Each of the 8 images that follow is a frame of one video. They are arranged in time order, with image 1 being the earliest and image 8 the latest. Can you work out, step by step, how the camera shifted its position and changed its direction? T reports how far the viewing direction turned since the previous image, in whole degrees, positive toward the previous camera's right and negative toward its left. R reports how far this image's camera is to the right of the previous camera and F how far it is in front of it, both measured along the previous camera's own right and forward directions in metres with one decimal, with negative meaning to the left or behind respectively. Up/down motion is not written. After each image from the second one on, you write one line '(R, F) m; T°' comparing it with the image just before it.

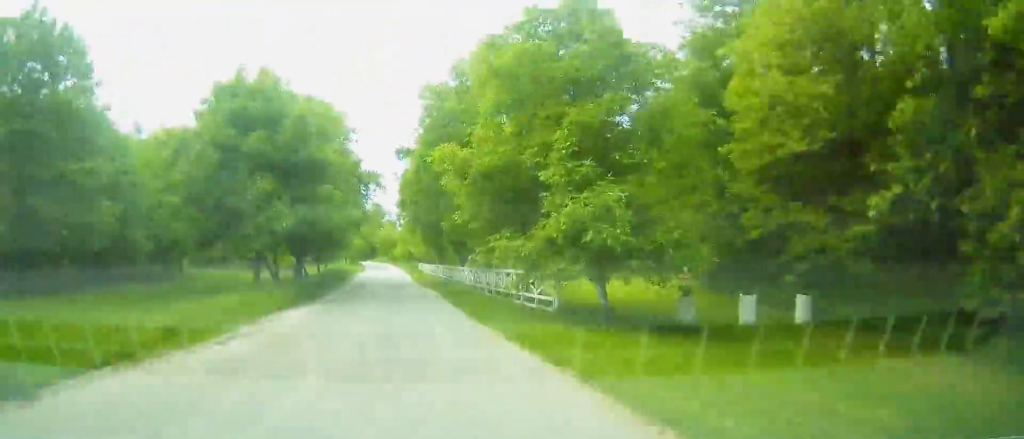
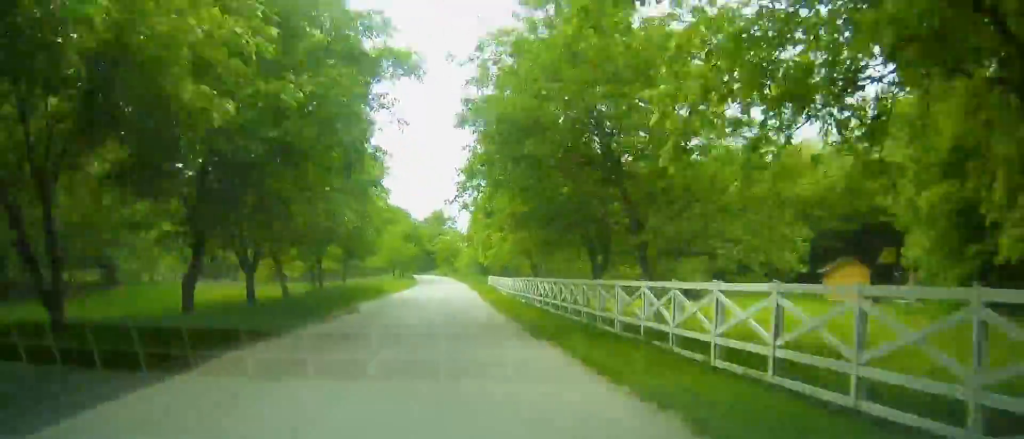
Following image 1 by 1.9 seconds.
(-2.0, +24.9) m; -4°
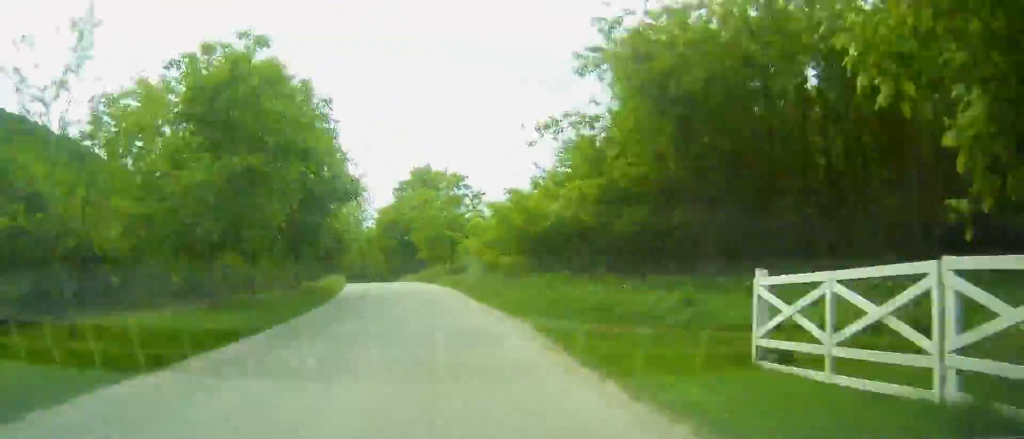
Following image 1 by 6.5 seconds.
(-2.5, +60.1) m; -6°
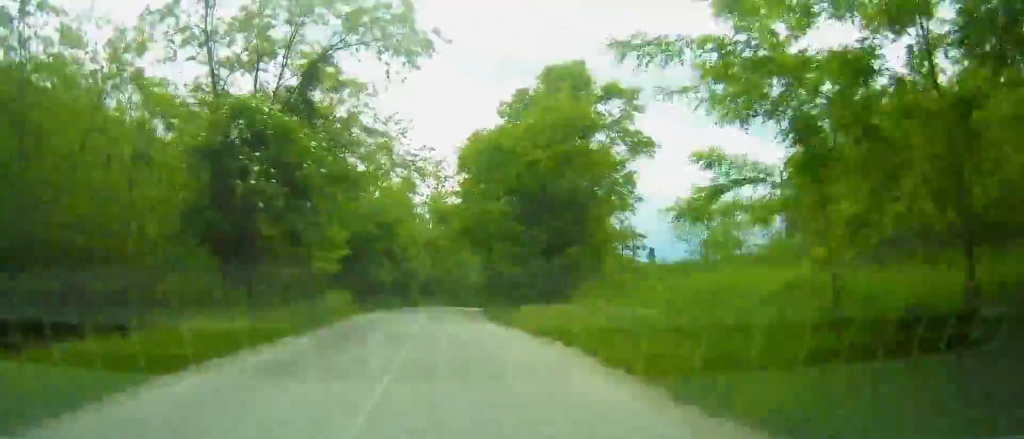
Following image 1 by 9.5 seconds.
(-2.0, +40.7) m; +3°
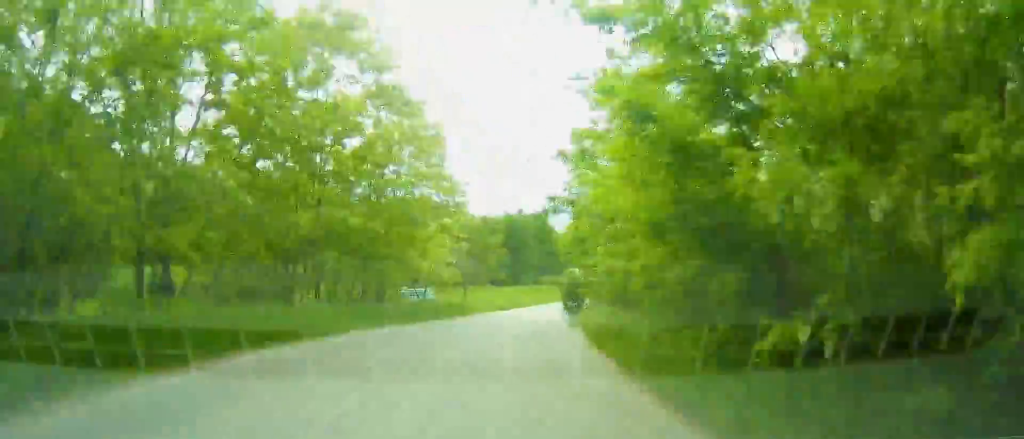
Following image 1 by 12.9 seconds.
(+2.9, +43.6) m; +10°
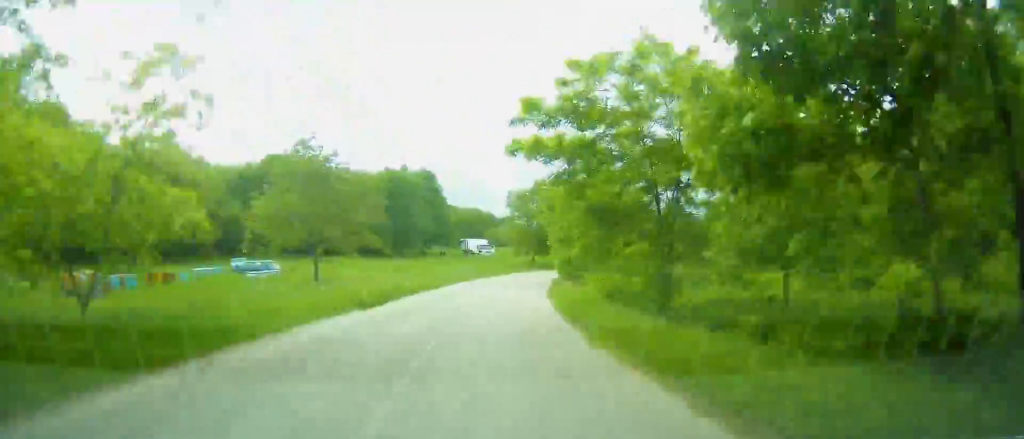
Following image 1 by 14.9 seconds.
(+0.1, +24.6) m; +8°
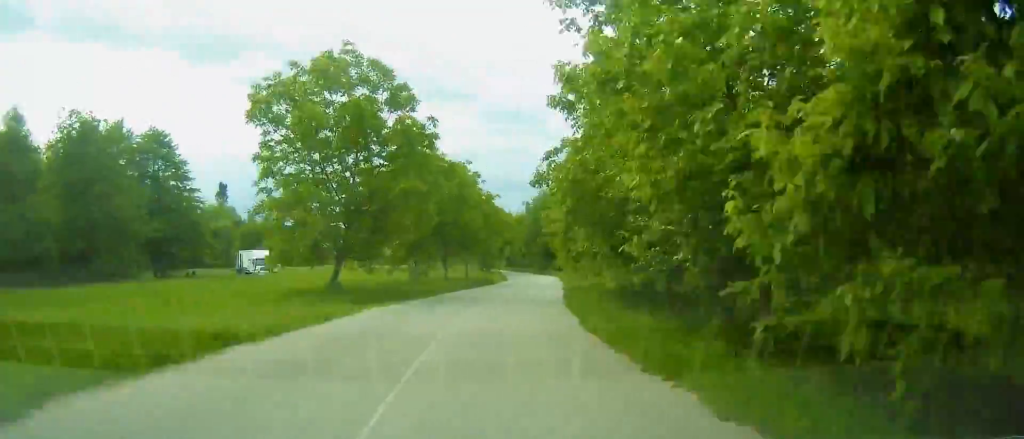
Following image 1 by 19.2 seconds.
(+8.5, +53.3) m; +15°
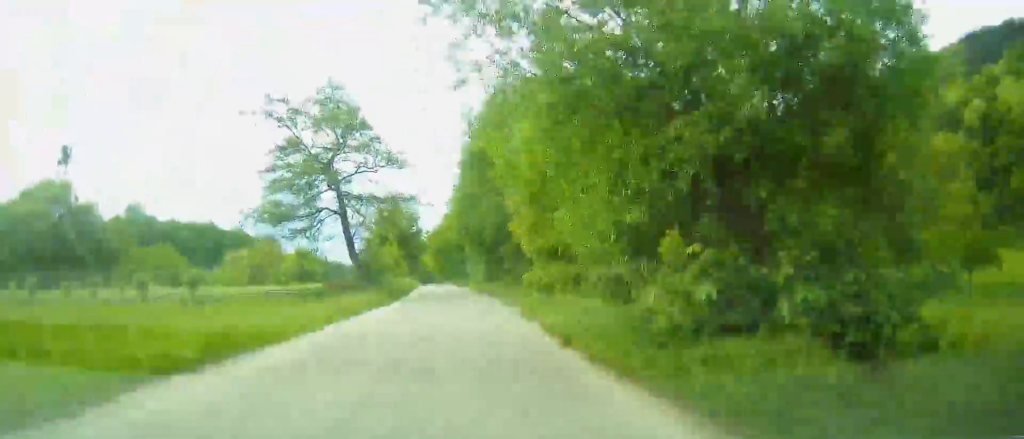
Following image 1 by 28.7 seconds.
(+0.2, +124.8) m; -6°
